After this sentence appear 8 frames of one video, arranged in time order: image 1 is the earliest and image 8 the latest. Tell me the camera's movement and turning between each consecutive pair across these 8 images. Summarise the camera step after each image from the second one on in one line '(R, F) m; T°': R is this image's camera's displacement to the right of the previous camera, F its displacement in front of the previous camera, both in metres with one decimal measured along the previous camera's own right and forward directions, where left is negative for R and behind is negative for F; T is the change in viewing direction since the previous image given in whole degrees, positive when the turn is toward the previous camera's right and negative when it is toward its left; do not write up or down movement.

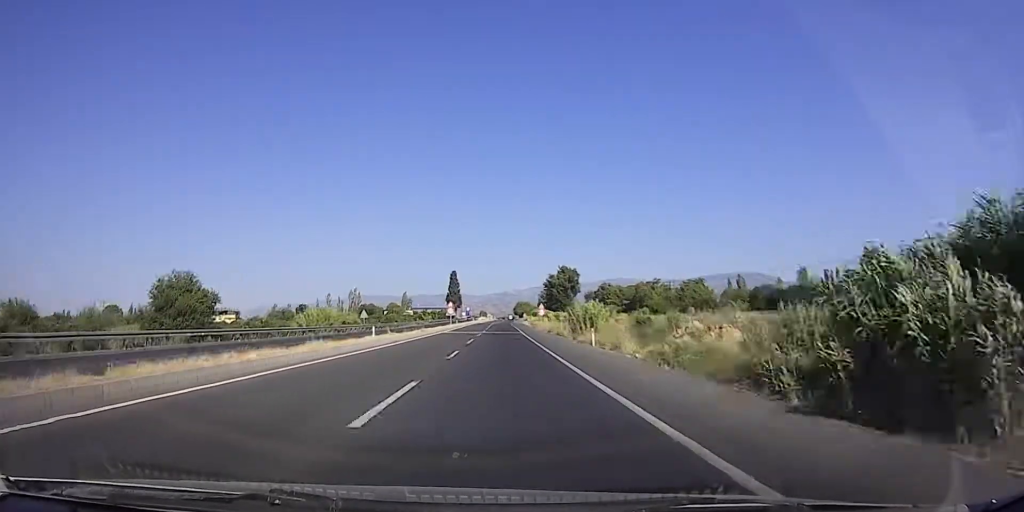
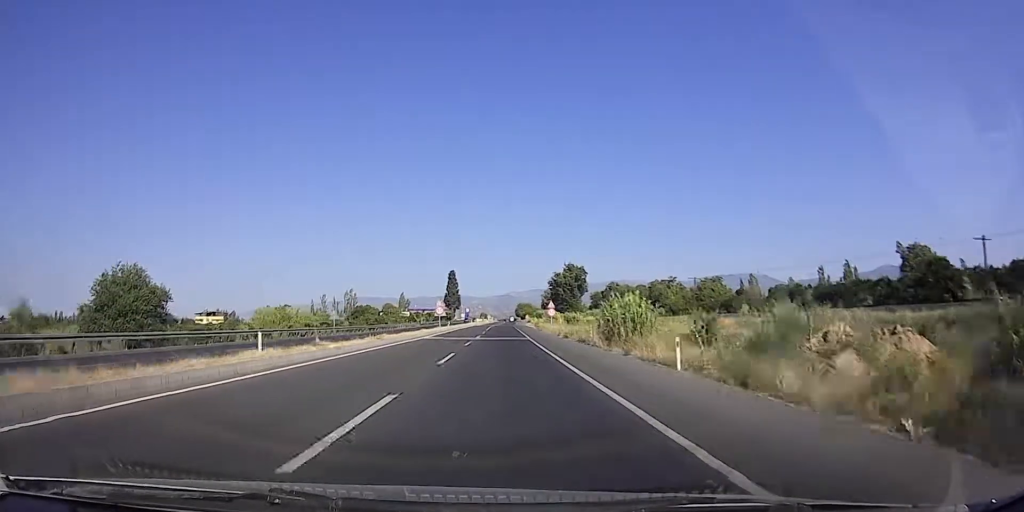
(0.0, +13.7) m; 0°
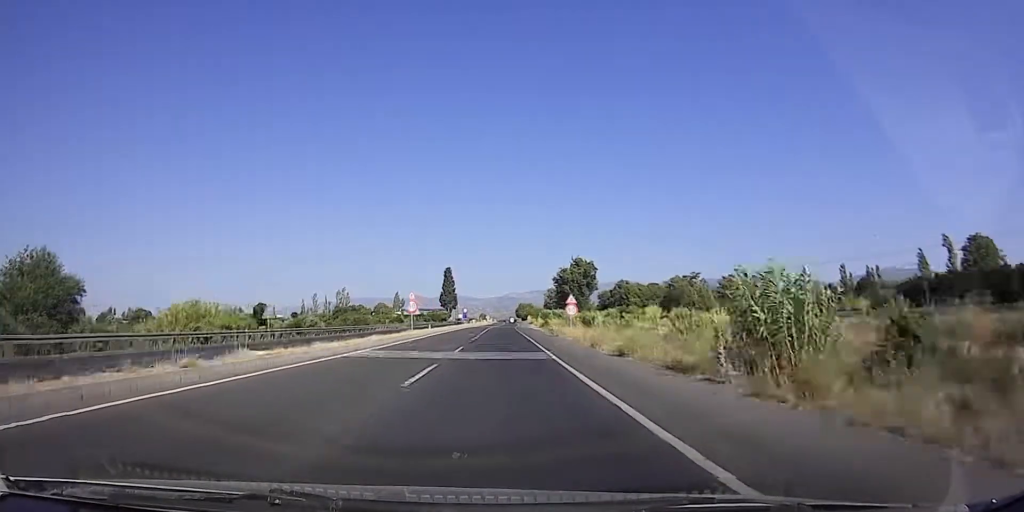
(0.0, +17.2) m; -1°
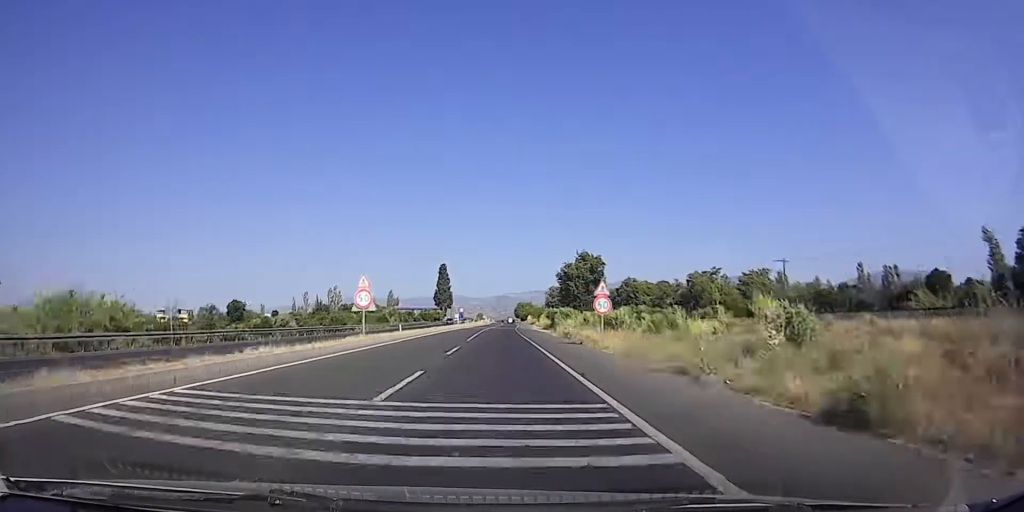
(+0.2, +13.5) m; -1°
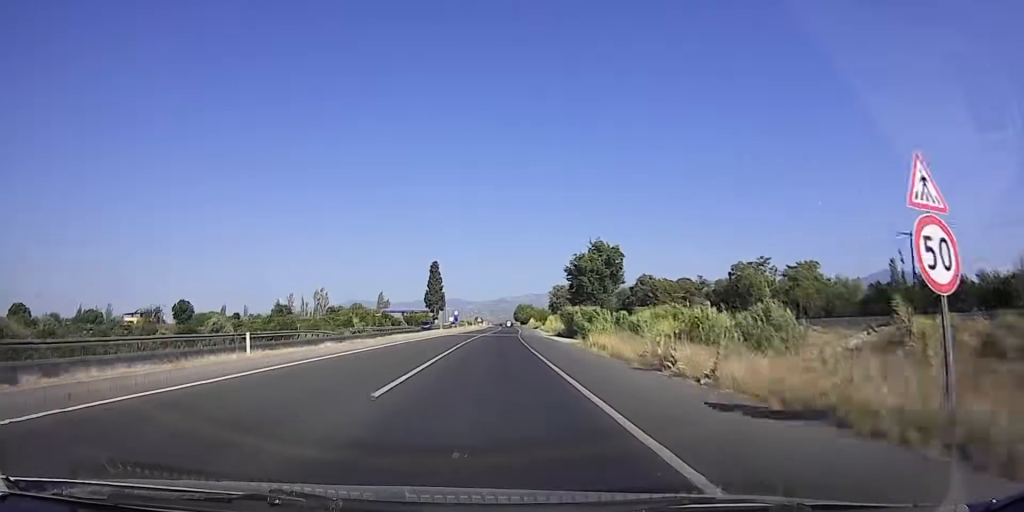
(-0.6, +22.4) m; -1°
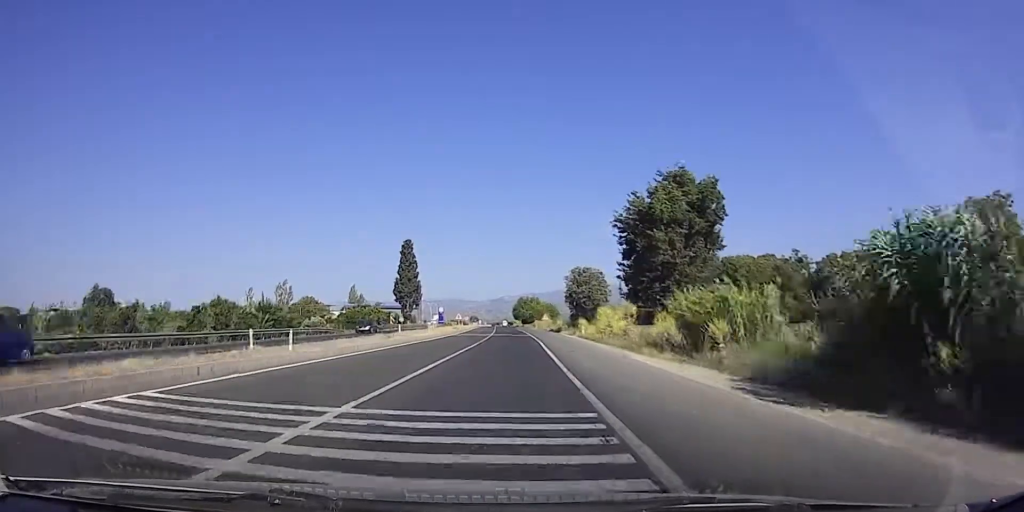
(+0.8, +51.7) m; +1°
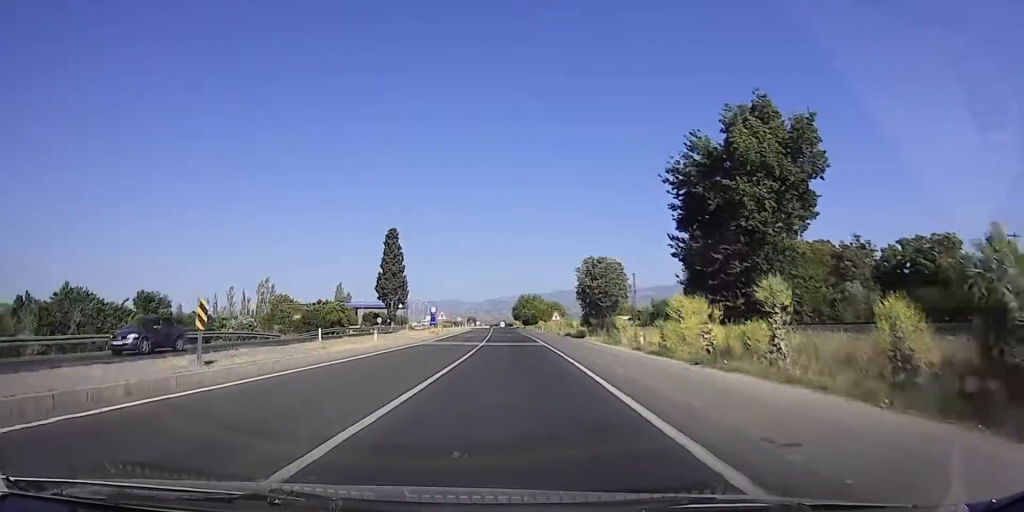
(-0.2, +19.4) m; 0°
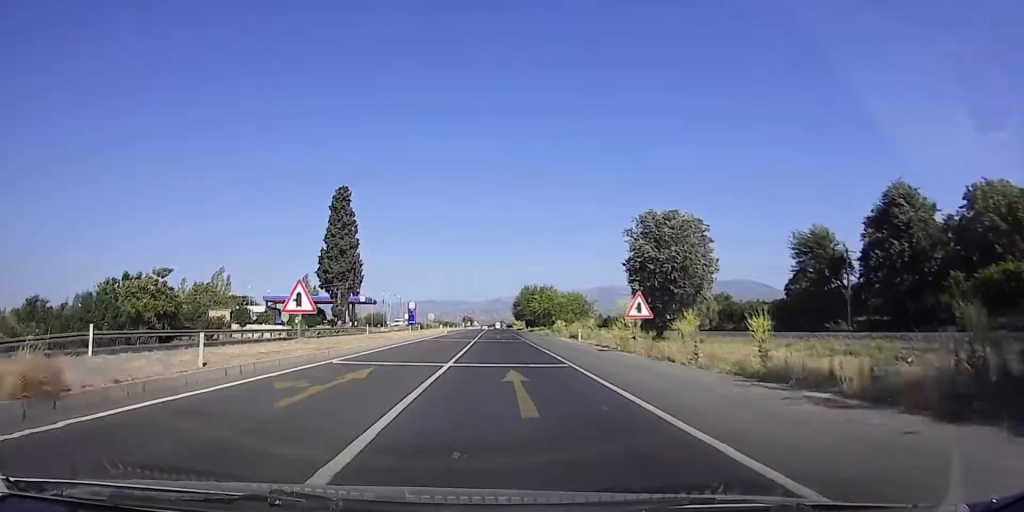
(+0.4, +40.7) m; +3°
